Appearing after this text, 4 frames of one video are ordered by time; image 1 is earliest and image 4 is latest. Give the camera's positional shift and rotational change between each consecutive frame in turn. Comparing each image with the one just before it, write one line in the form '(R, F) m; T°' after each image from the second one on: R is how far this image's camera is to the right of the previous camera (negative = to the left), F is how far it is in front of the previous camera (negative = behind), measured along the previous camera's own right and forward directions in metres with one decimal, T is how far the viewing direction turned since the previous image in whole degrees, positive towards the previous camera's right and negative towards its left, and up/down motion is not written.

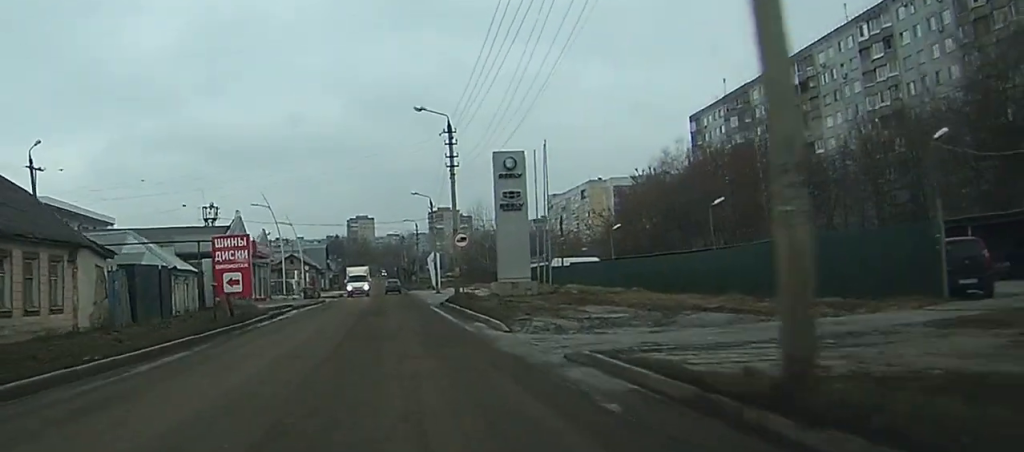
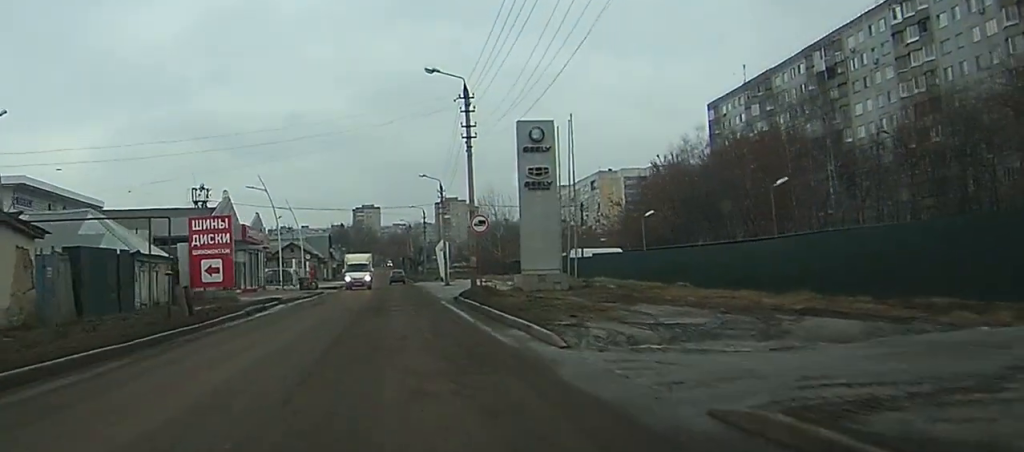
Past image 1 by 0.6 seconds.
(0.0, +6.3) m; -2°
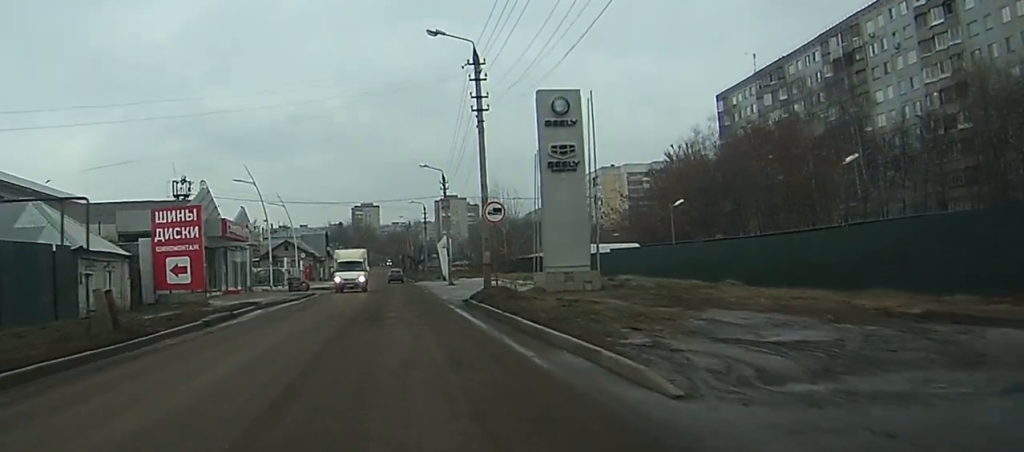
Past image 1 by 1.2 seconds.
(-0.1, +5.7) m; -1°
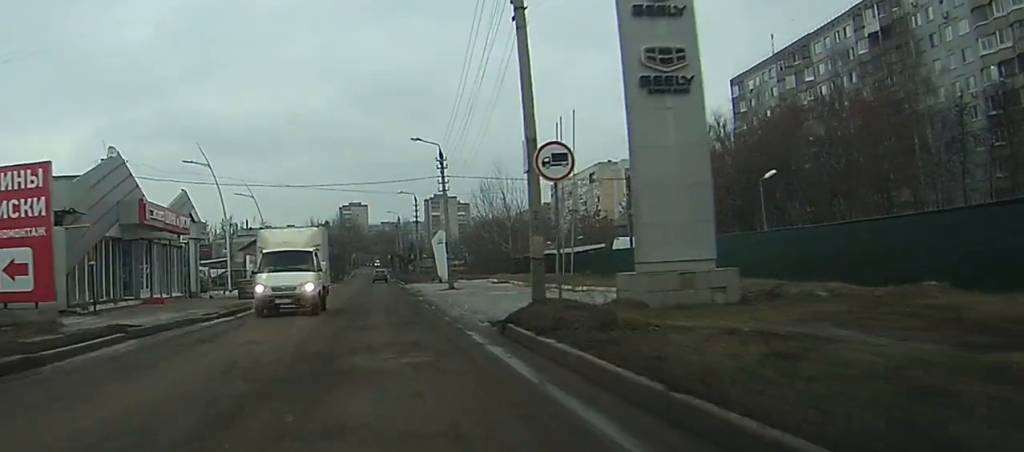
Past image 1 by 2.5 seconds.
(-0.4, +12.9) m; -1°
